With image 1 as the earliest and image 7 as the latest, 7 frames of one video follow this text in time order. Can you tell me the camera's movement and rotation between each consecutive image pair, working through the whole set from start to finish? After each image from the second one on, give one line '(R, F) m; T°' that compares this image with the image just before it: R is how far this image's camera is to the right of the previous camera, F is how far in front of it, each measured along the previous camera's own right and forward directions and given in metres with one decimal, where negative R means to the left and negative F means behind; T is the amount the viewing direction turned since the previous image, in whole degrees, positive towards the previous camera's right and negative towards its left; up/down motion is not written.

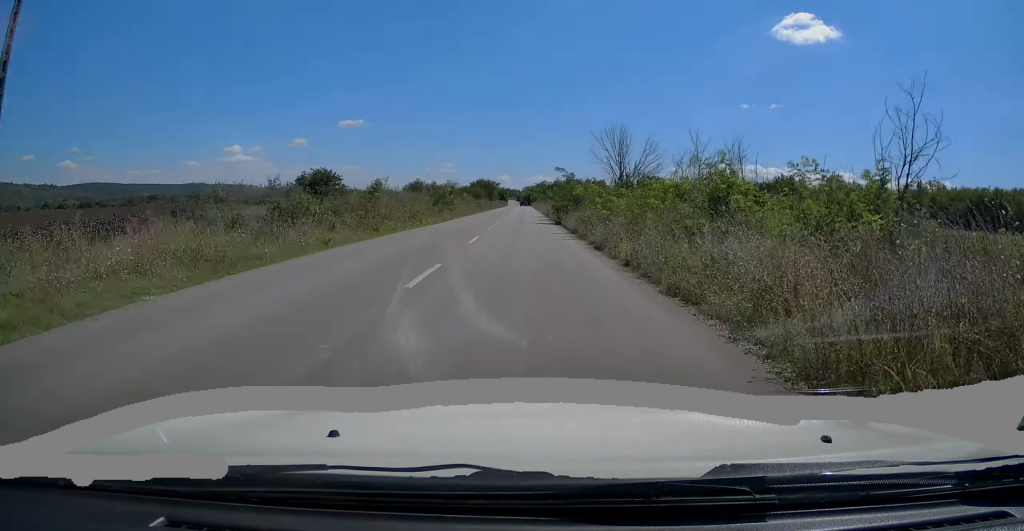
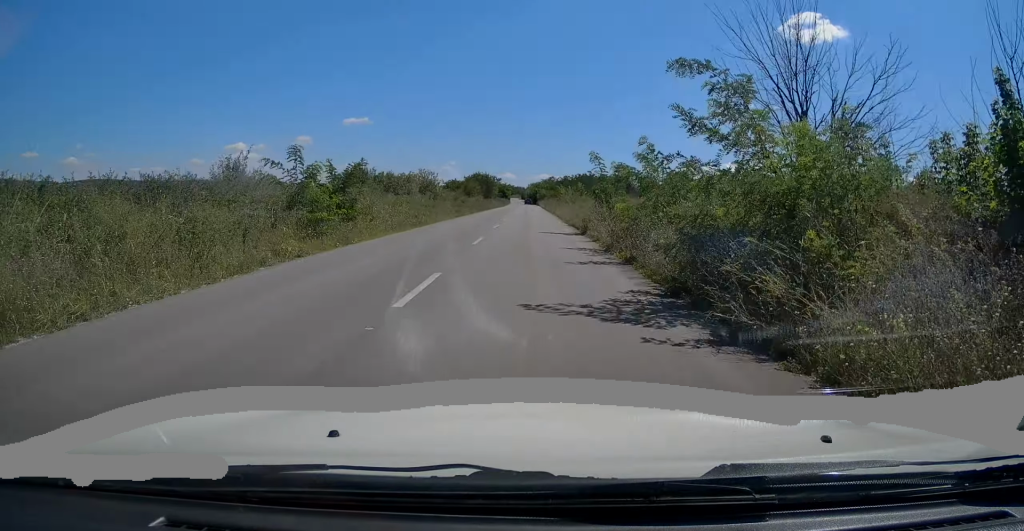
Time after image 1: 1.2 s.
(-0.2, +27.9) m; 0°
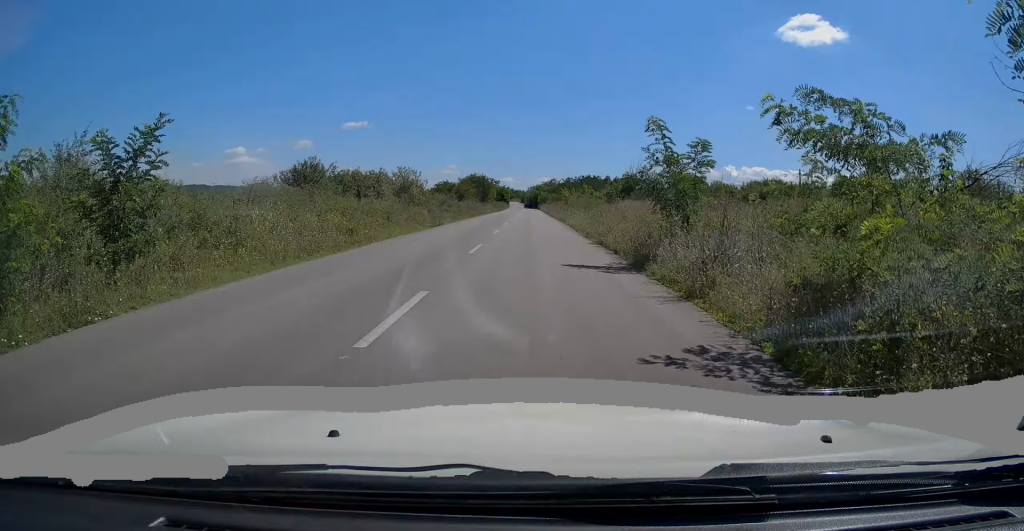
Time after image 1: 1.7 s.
(0.0, +10.7) m; 0°
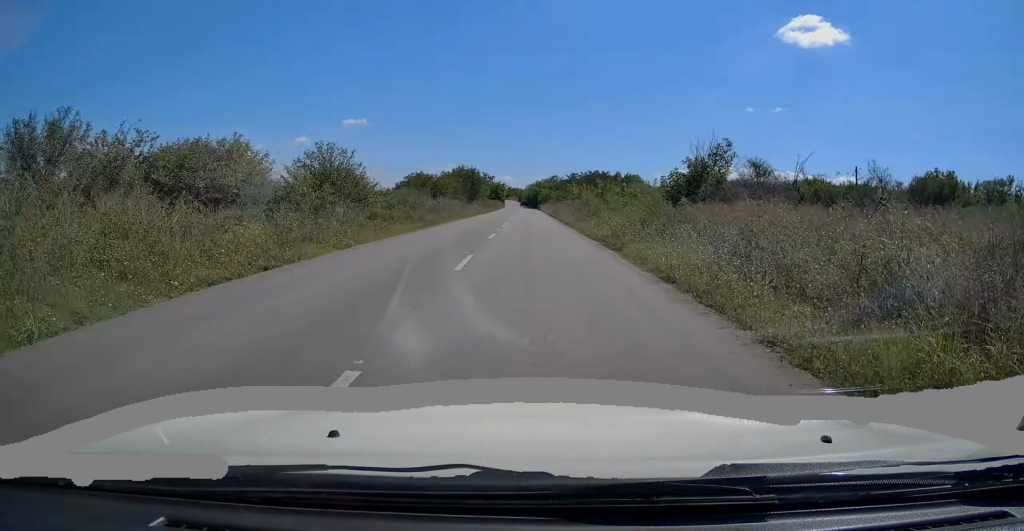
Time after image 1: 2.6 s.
(0.0, +21.3) m; 0°
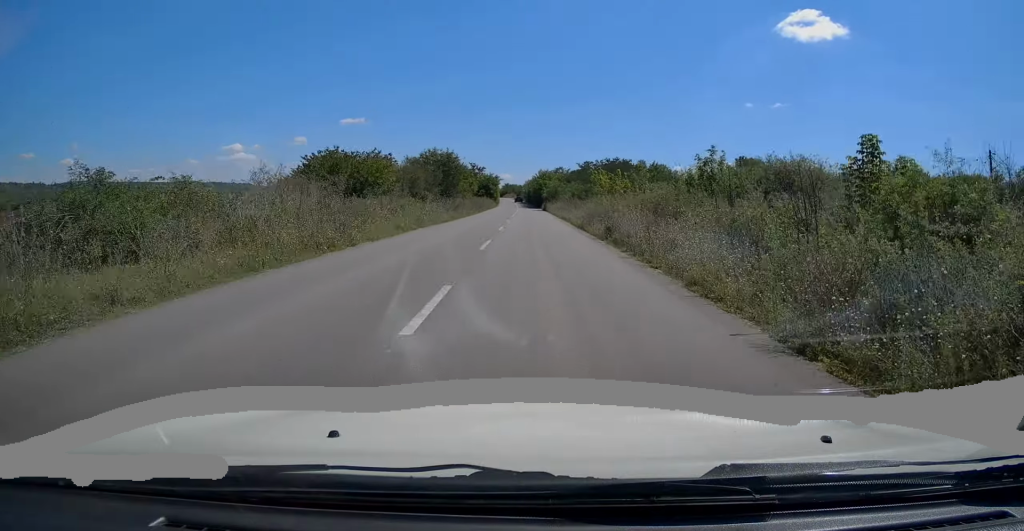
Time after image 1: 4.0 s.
(+0.3, +31.4) m; 0°
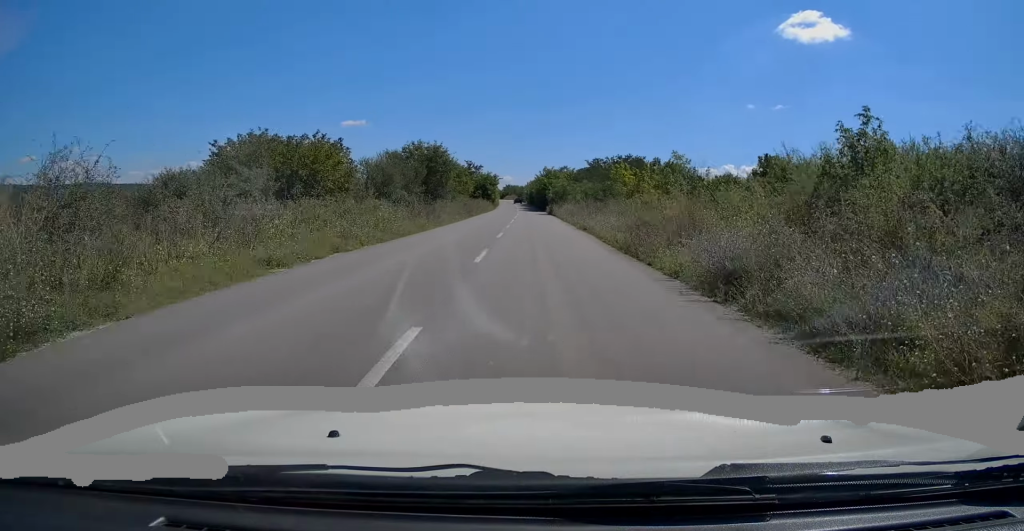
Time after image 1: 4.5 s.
(0.0, +11.5) m; 0°
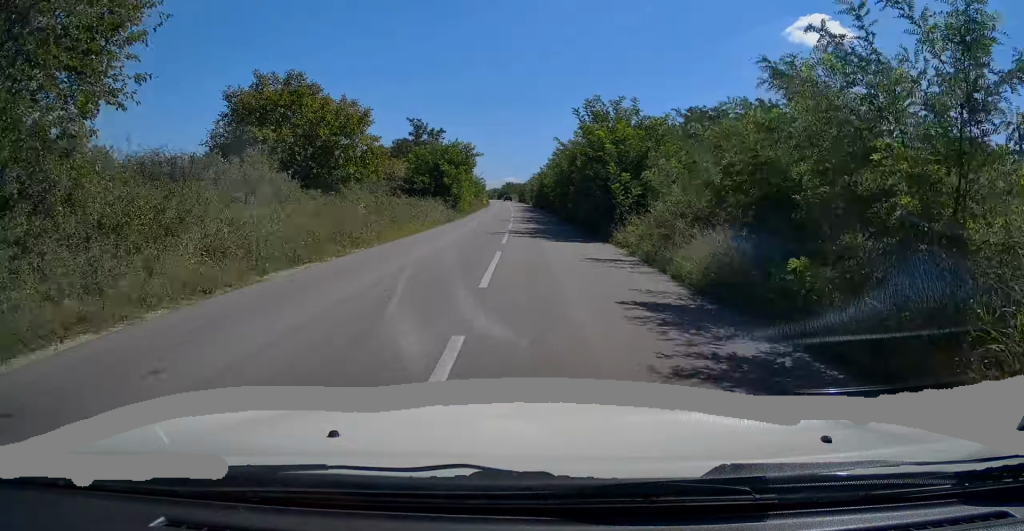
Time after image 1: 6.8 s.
(-0.4, +53.3) m; -1°
